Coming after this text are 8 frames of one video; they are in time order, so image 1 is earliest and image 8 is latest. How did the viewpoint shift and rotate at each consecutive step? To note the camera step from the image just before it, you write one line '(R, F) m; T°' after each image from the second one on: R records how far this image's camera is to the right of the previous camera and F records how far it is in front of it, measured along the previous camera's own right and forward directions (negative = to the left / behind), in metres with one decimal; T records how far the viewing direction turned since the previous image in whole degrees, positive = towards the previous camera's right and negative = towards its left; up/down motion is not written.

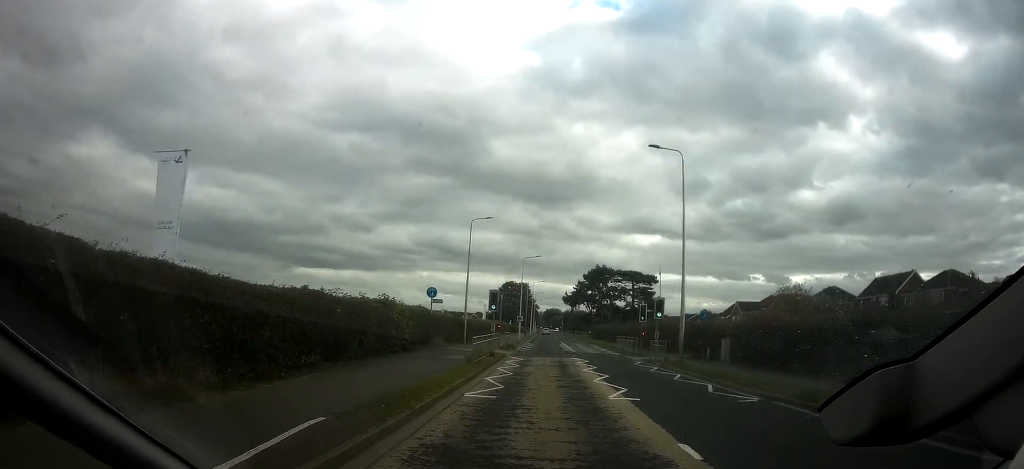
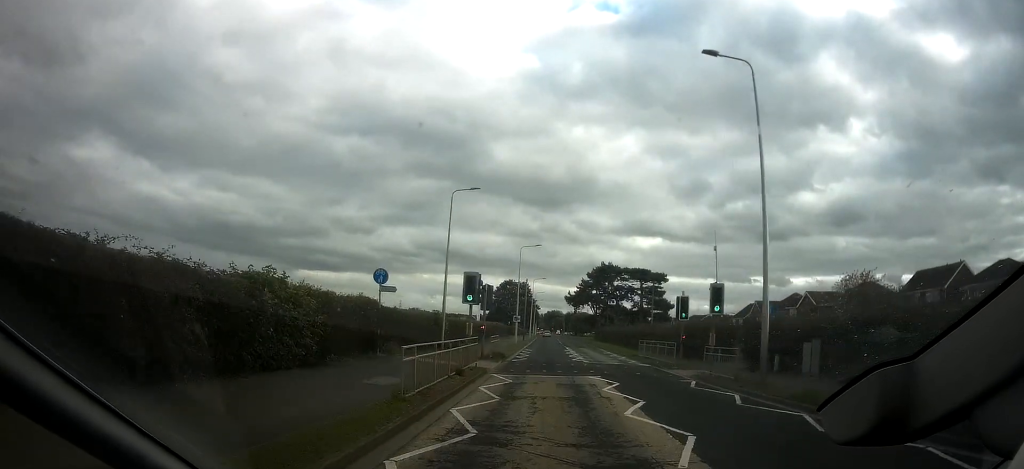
(0.0, +10.7) m; 0°
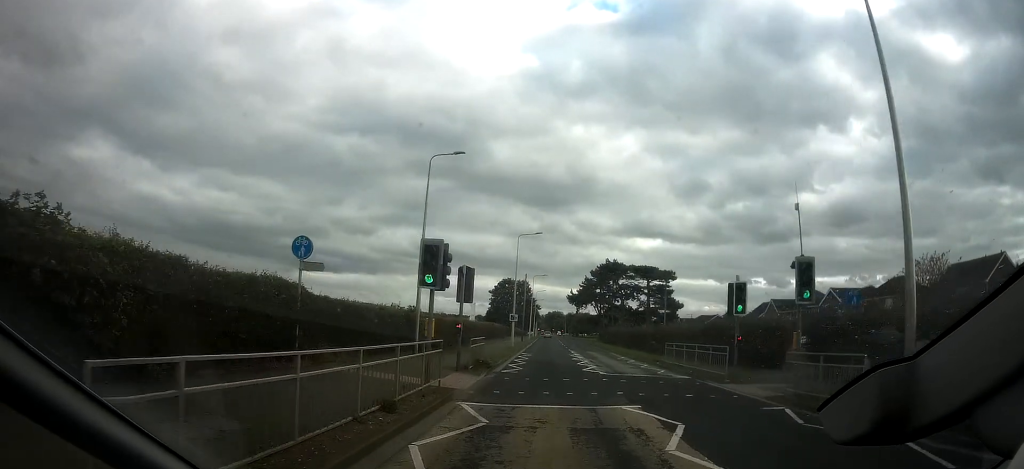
(0.0, +7.7) m; 0°
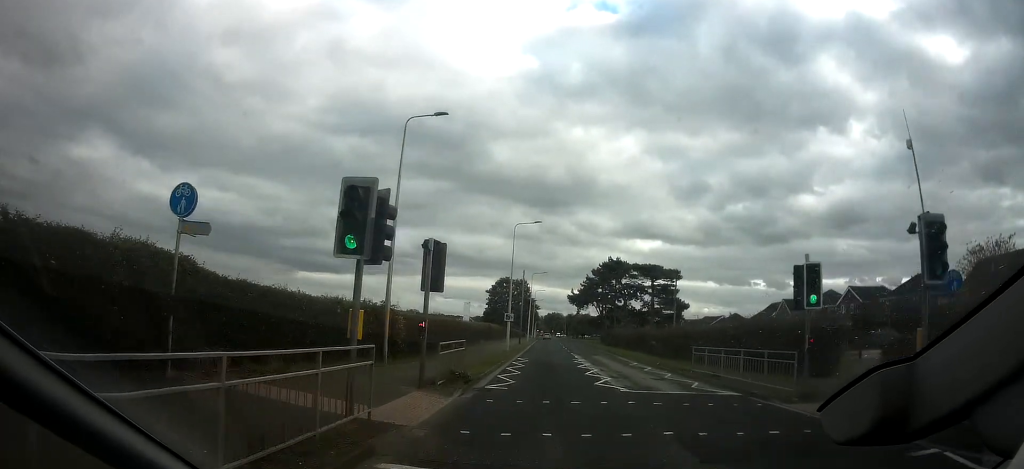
(0.0, +5.5) m; 0°
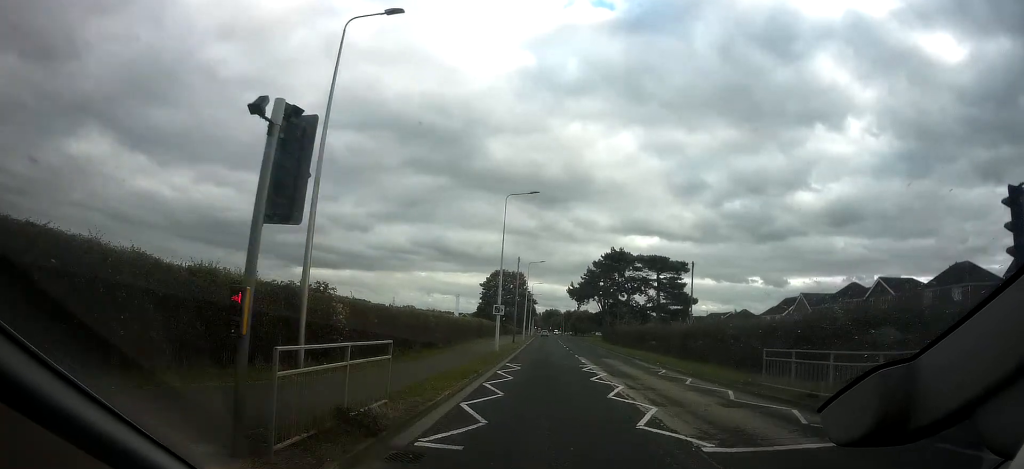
(0.0, +8.1) m; 0°
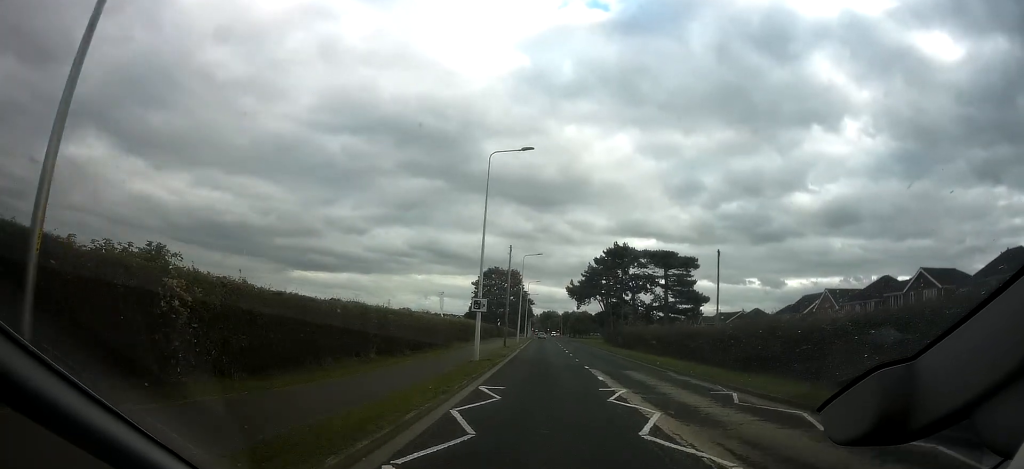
(0.0, +9.3) m; +1°
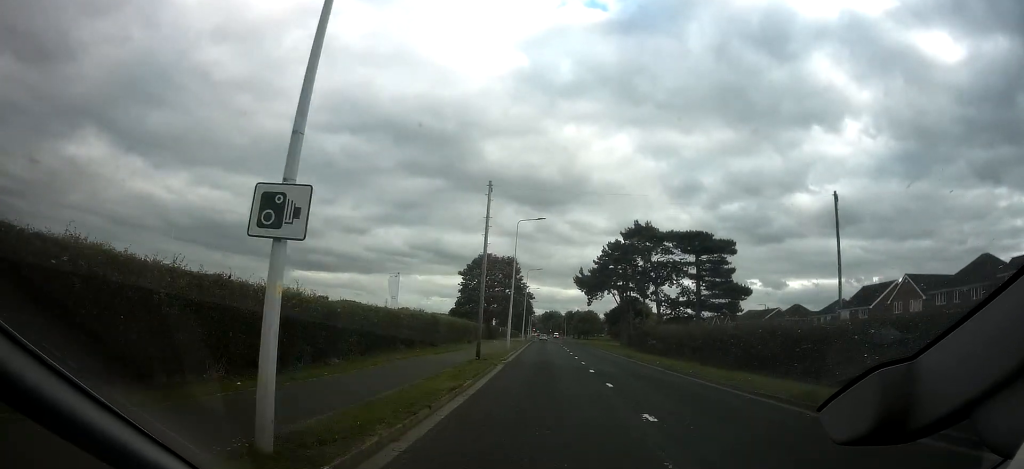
(+0.3, +19.8) m; 0°
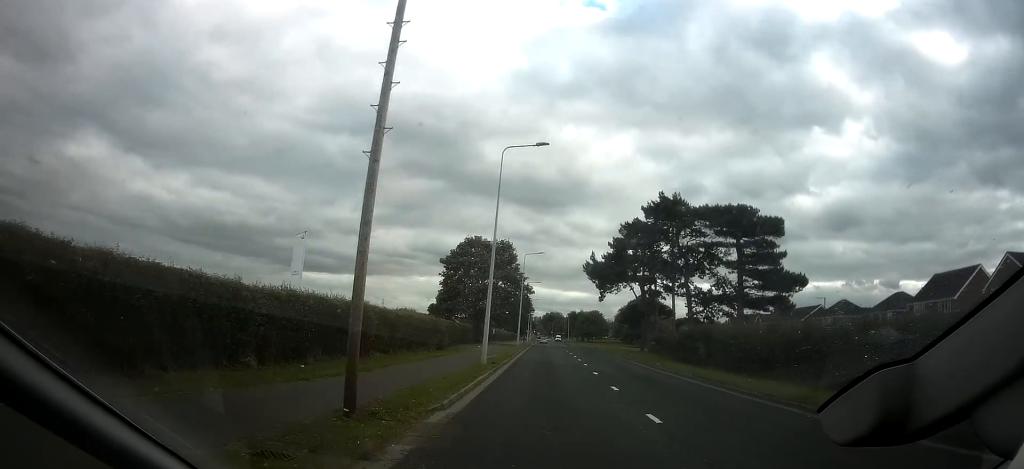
(-0.5, +17.5) m; -2°
